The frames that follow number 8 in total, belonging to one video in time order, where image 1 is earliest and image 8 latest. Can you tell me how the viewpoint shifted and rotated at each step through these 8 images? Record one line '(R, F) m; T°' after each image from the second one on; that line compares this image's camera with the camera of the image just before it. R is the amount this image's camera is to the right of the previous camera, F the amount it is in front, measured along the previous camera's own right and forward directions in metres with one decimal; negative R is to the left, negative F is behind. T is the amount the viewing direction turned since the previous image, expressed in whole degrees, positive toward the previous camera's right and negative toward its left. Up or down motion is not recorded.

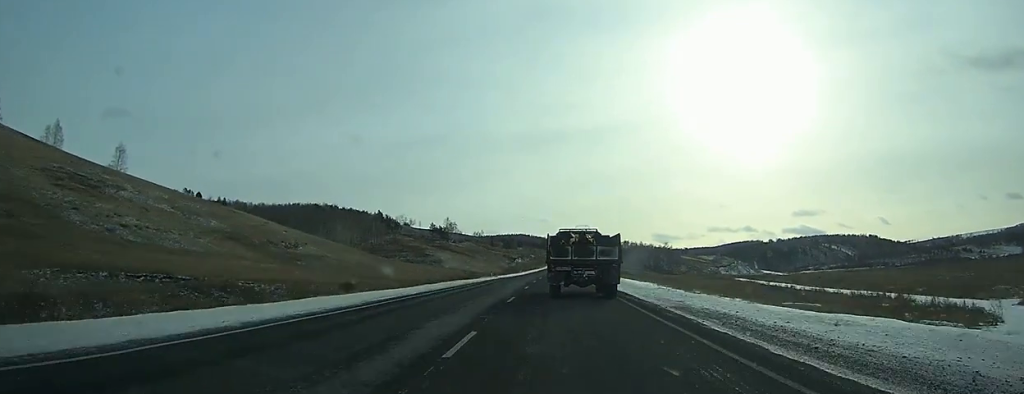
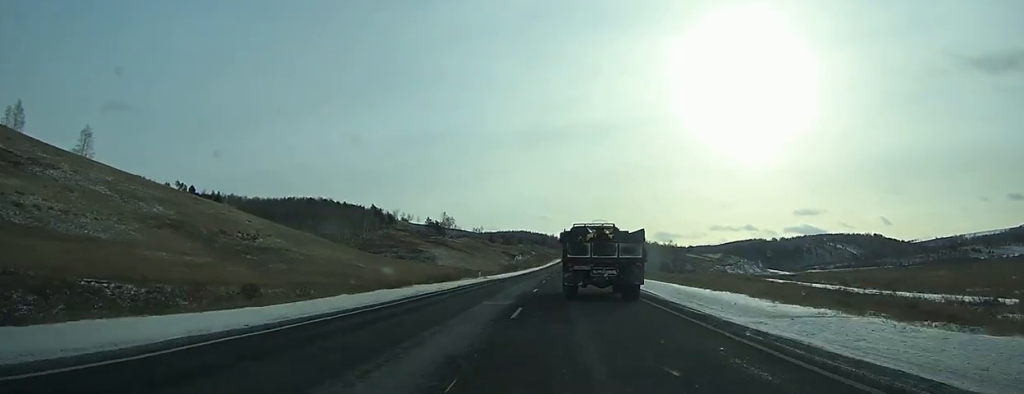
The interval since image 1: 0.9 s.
(+0.1, +18.2) m; 0°
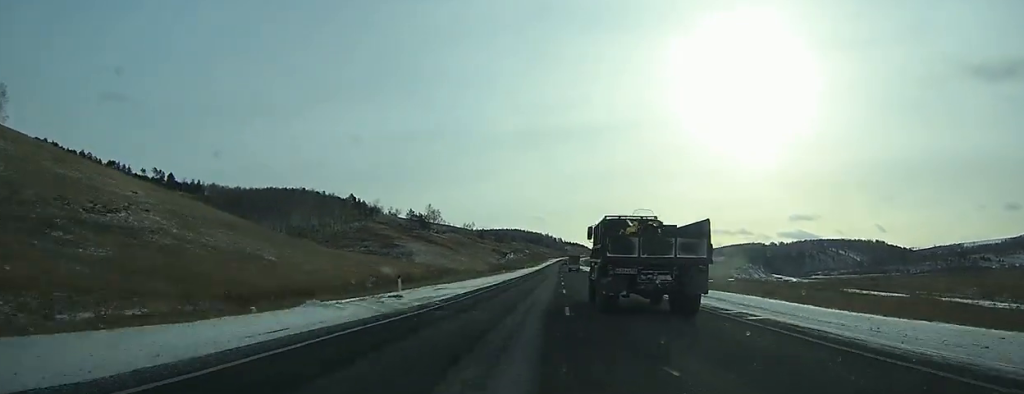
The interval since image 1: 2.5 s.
(0.0, +37.0) m; 0°
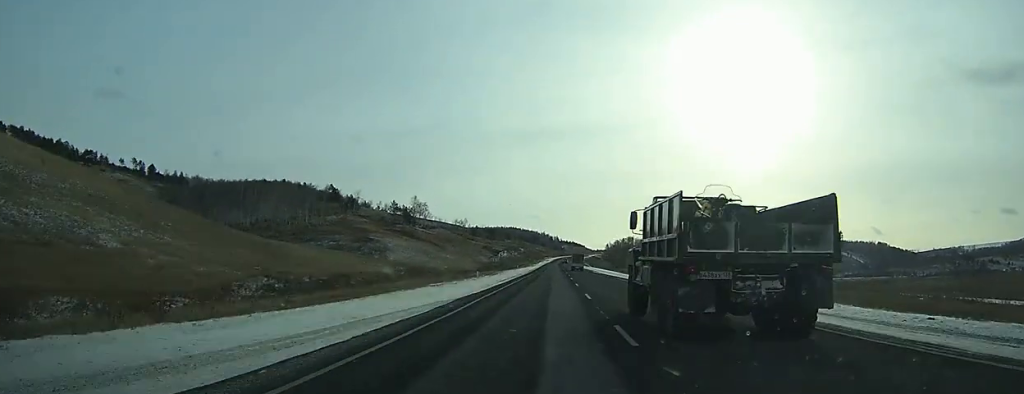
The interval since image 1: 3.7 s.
(+0.1, +30.5) m; +1°
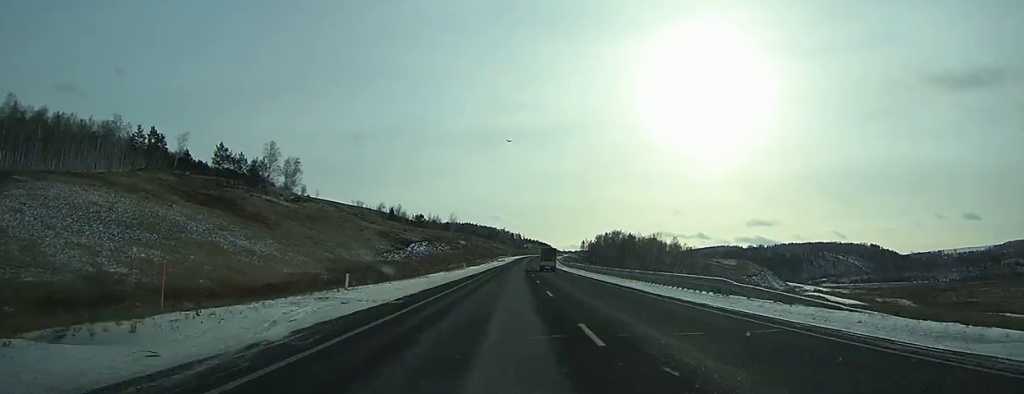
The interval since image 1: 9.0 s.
(+3.3, +128.2) m; +3°
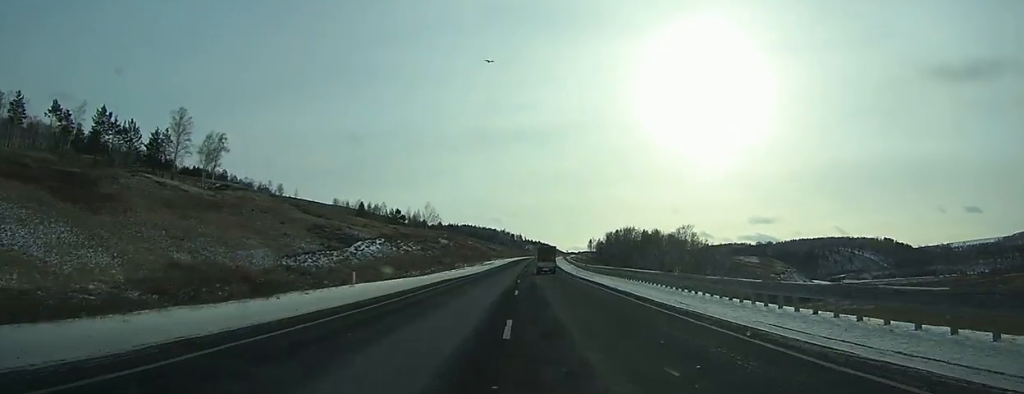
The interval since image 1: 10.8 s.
(+0.3, +44.9) m; 0°
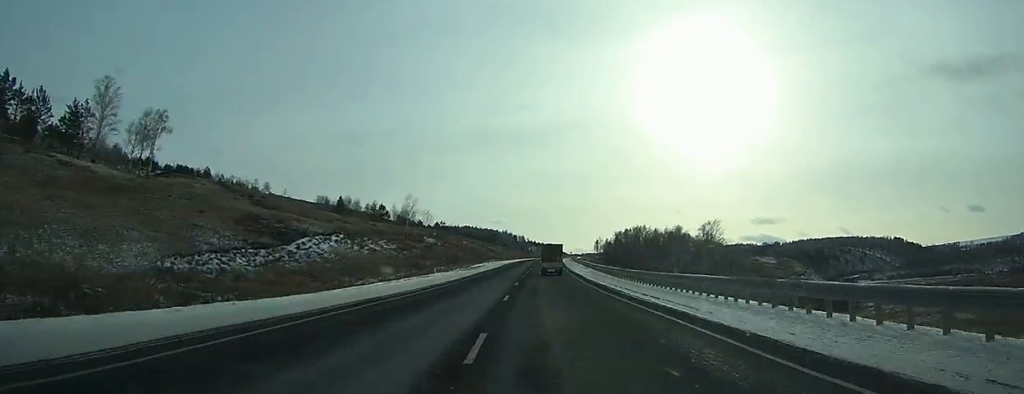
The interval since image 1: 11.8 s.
(0.0, +26.9) m; 0°
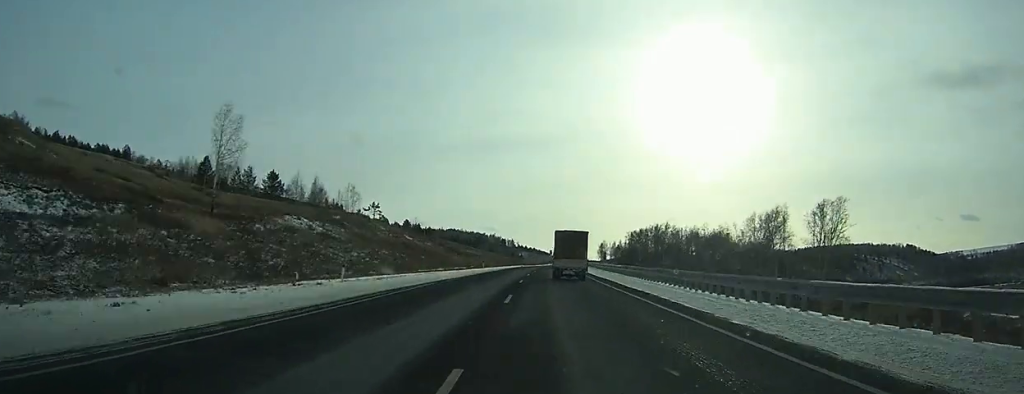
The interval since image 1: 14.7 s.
(+0.2, +78.0) m; 0°
